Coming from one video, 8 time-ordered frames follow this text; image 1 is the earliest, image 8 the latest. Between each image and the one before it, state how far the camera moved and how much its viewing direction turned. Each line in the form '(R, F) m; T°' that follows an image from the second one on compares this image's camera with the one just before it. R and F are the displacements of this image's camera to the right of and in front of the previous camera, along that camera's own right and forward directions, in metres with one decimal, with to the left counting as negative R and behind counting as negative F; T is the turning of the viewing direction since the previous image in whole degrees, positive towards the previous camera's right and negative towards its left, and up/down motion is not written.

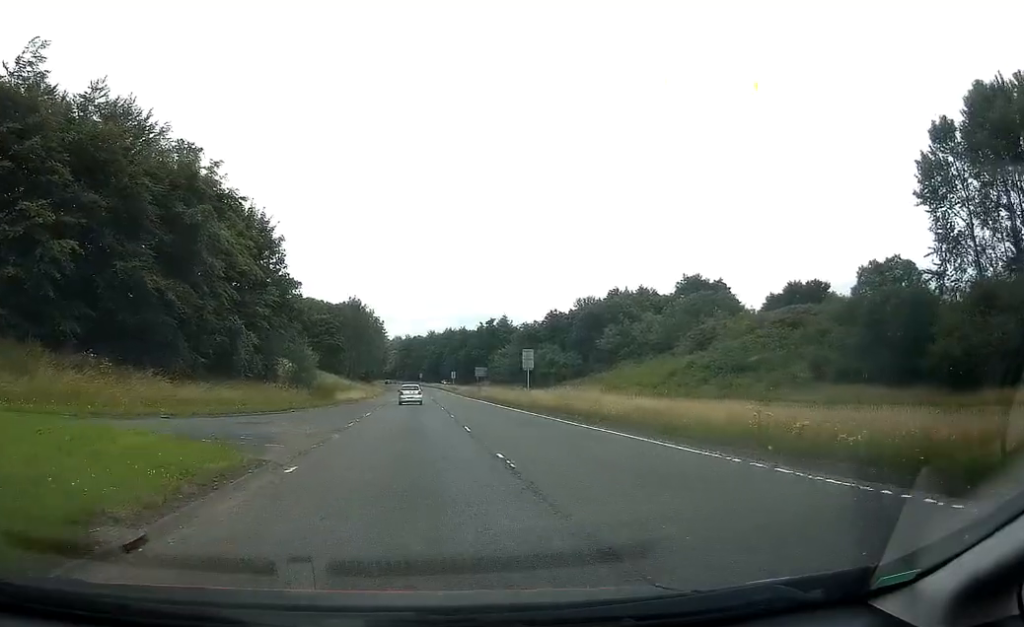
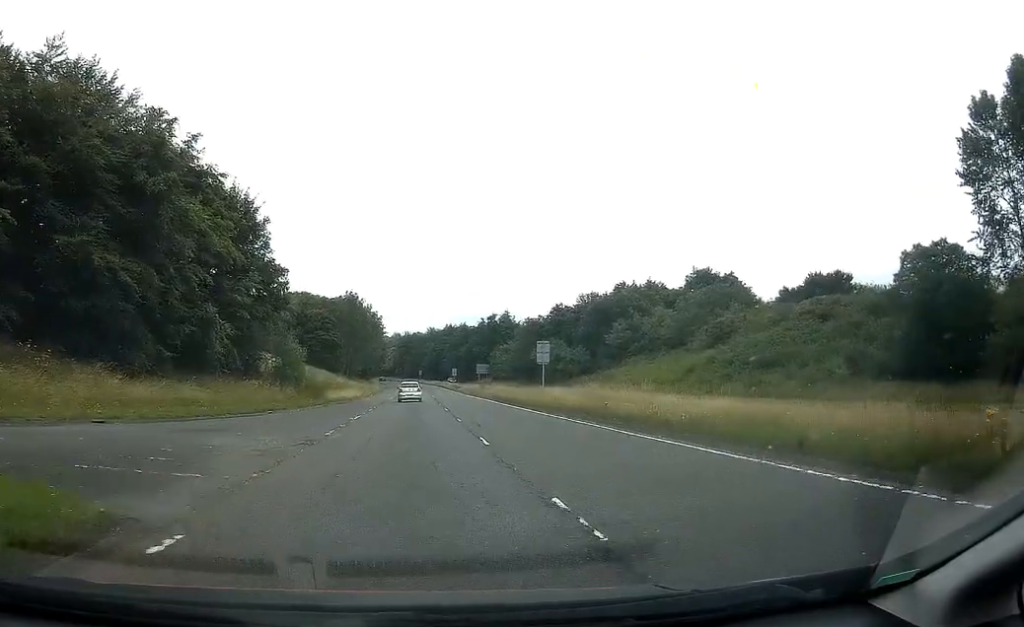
(0.0, +6.0) m; 0°
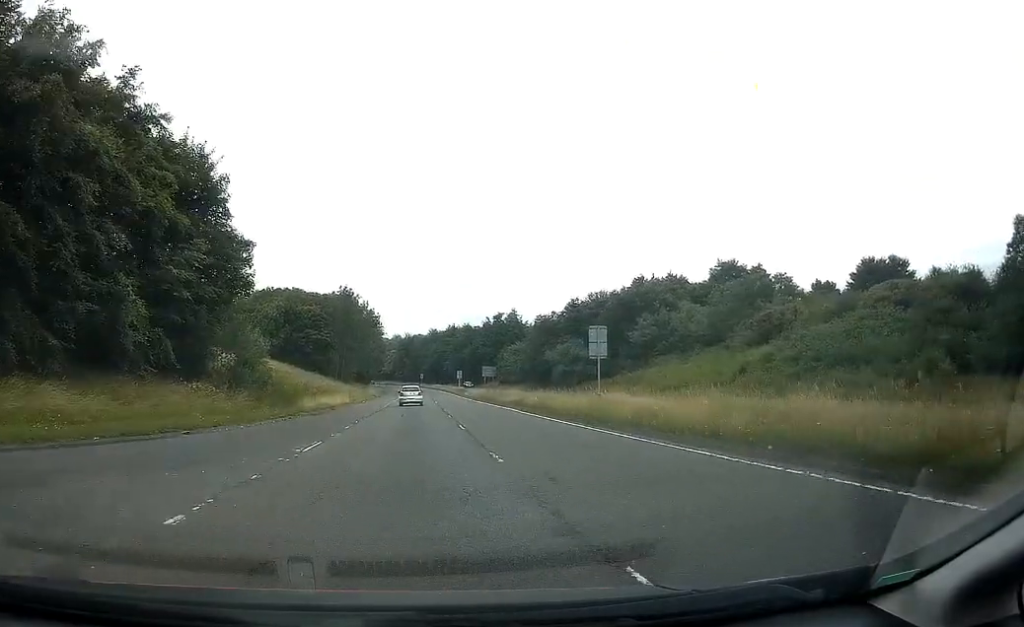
(+0.1, +12.9) m; 0°
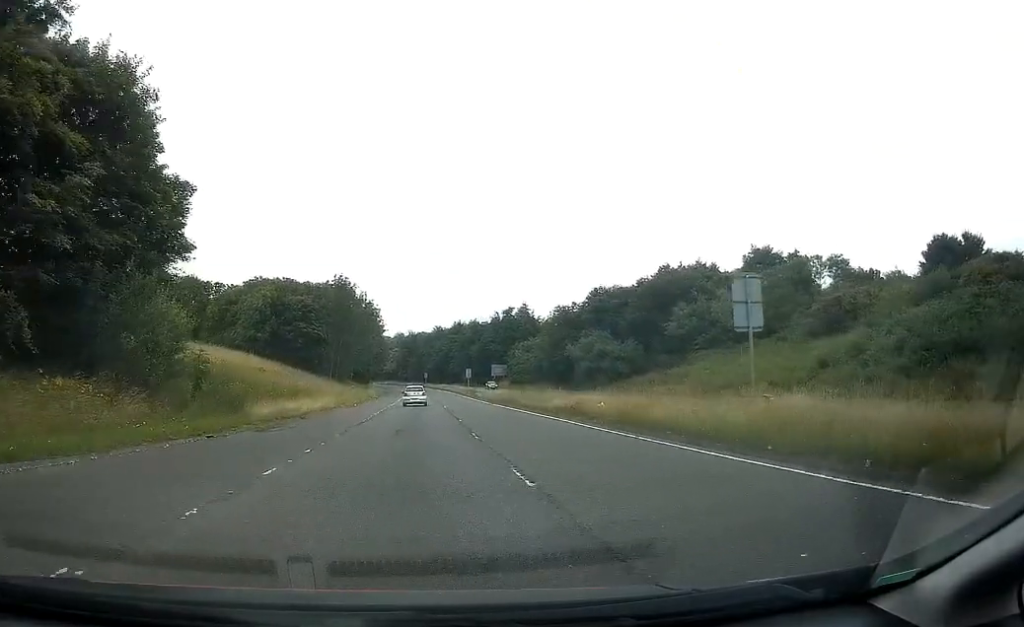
(-0.1, +12.9) m; -1°
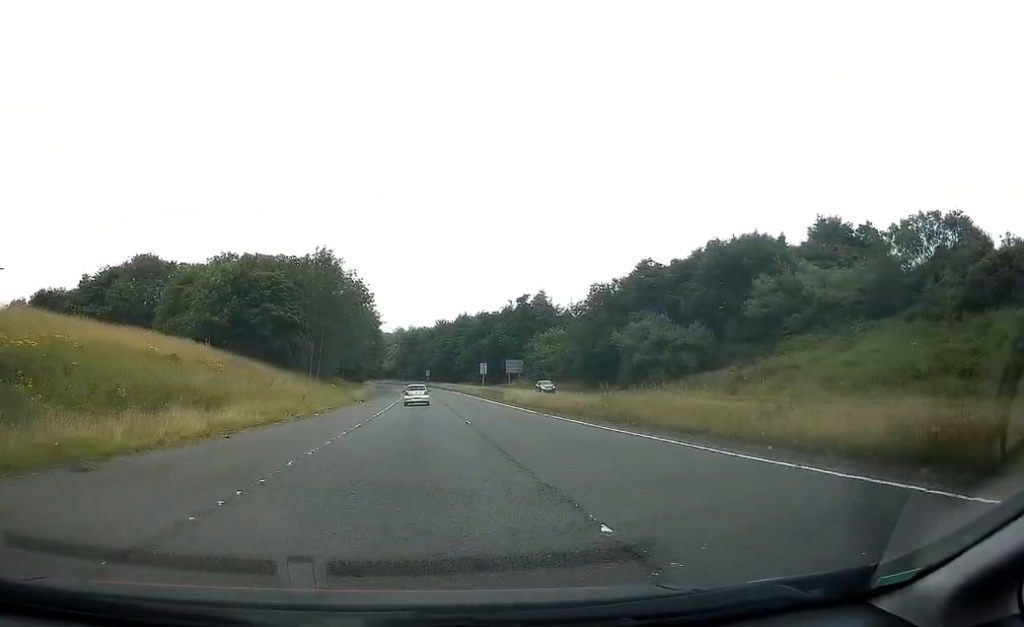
(-0.2, +21.9) m; -1°
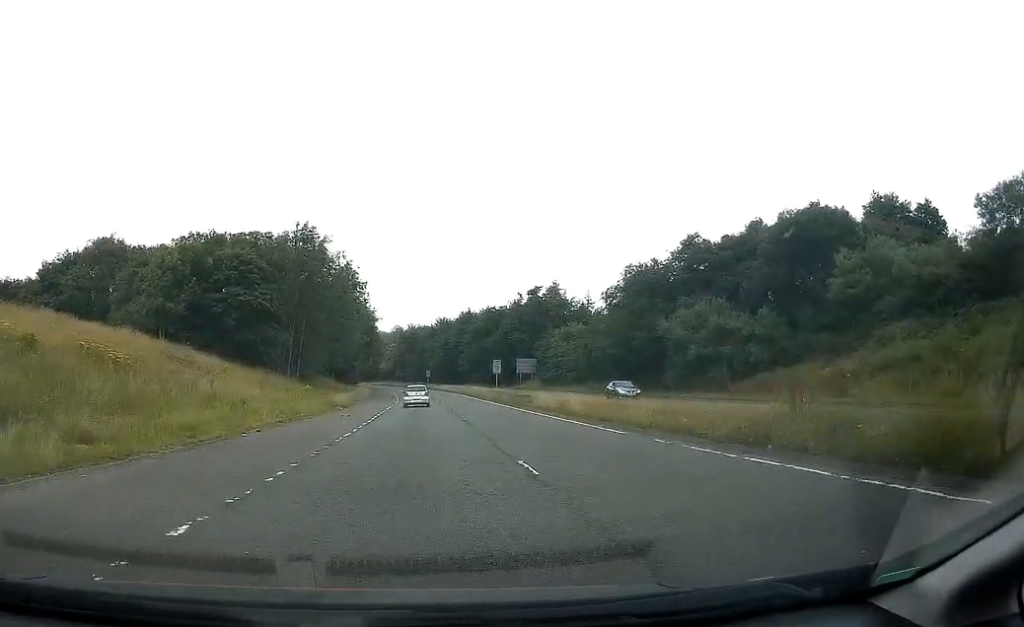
(0.0, +14.8) m; 0°
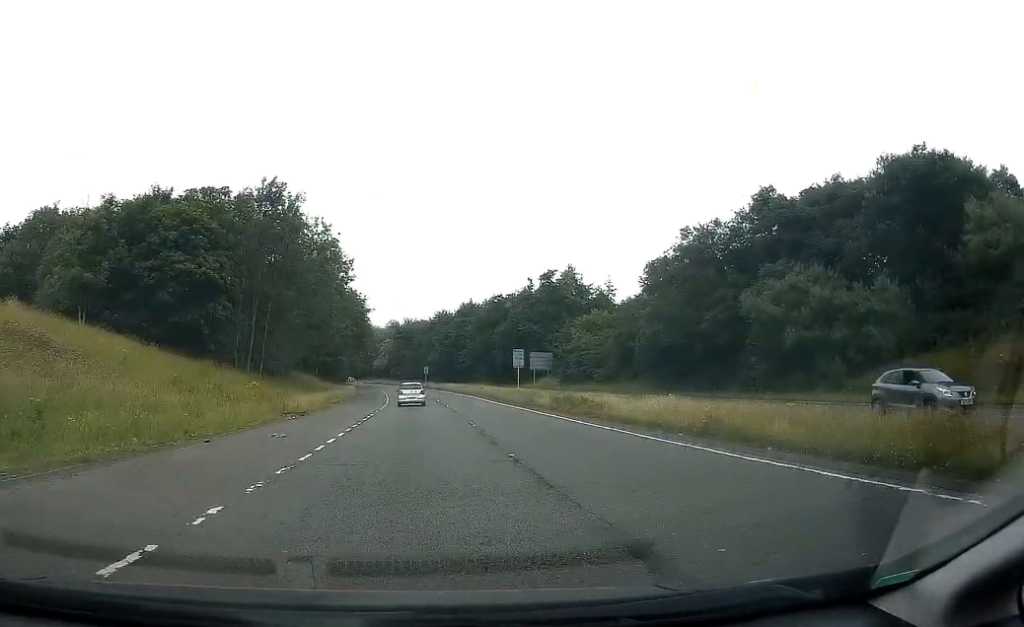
(0.0, +15.7) m; +1°
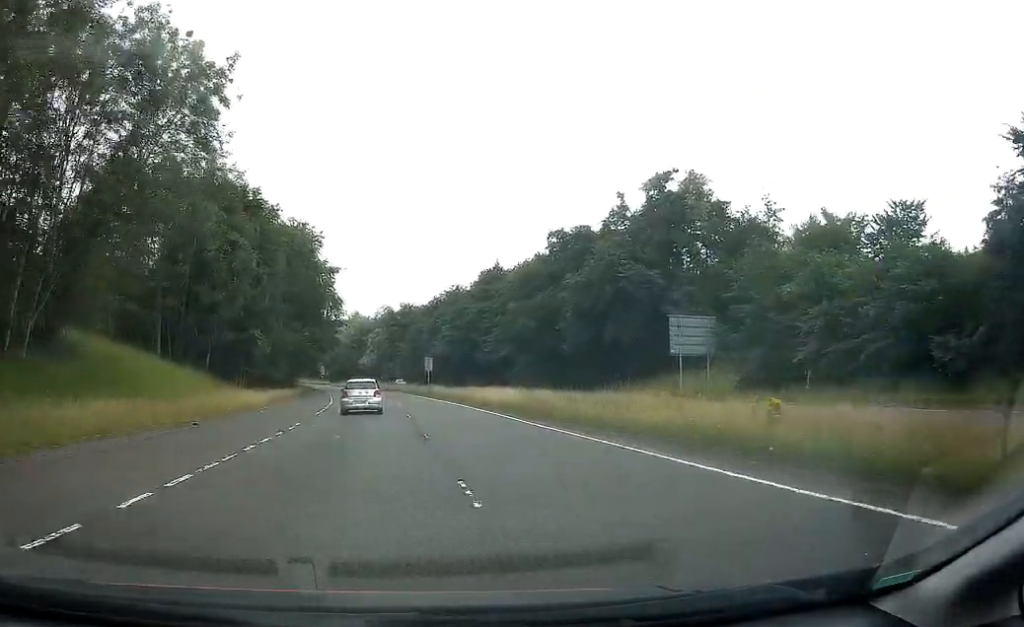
(-0.1, +52.0) m; -1°
